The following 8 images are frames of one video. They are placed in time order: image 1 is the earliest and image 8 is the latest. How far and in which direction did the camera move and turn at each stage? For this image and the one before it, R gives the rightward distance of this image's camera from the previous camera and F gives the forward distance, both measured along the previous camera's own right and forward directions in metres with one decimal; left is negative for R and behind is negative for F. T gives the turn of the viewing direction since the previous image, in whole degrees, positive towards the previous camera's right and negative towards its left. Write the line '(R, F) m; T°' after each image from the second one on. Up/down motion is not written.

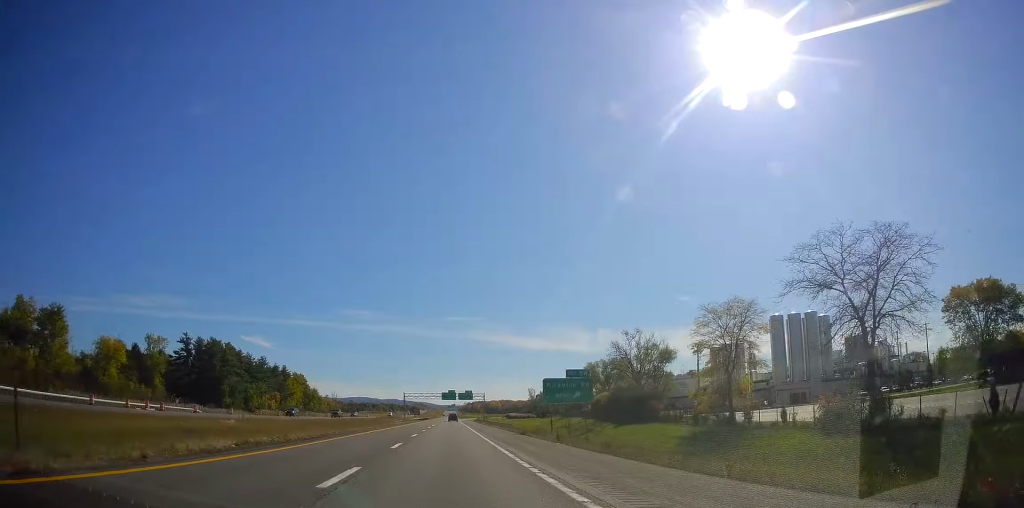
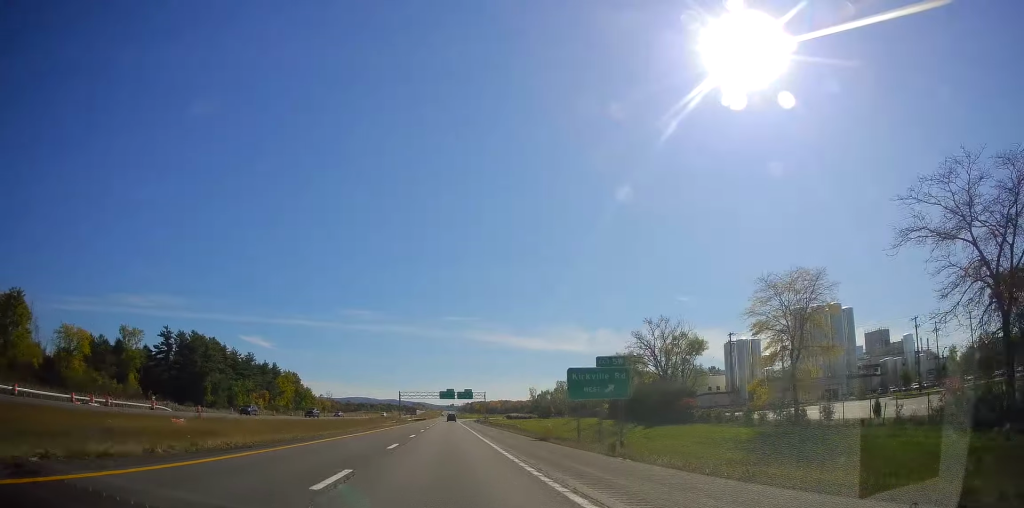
(-0.3, +11.6) m; 0°
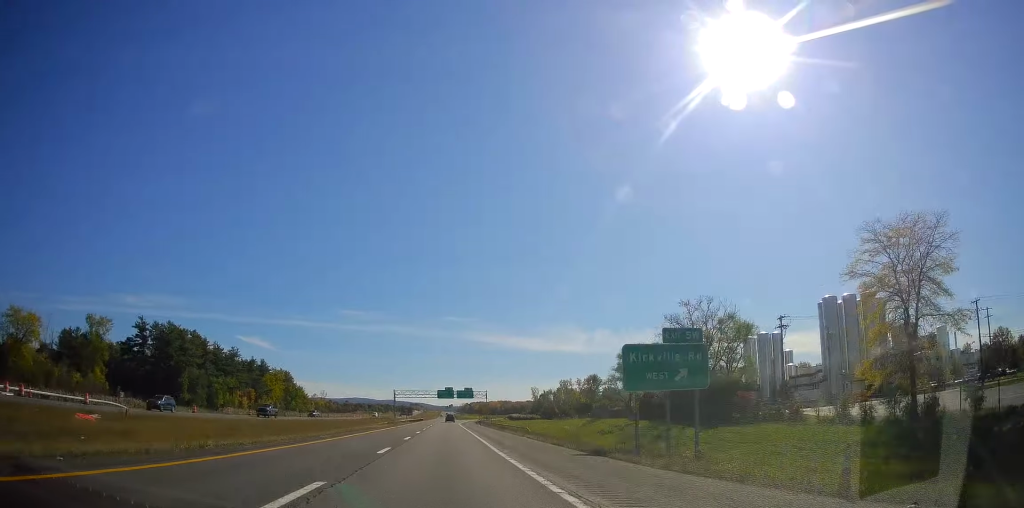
(-0.3, +13.6) m; 0°
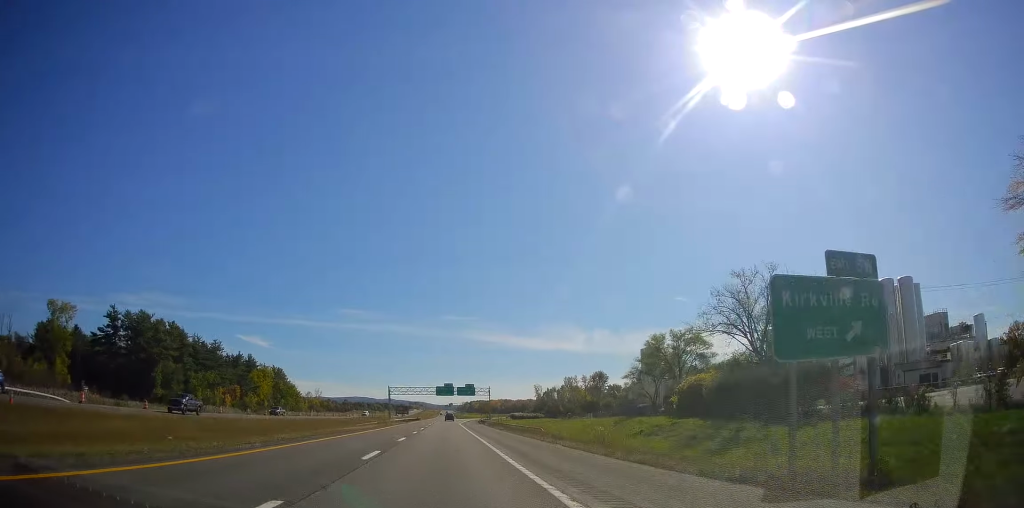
(+0.2, +13.6) m; 0°
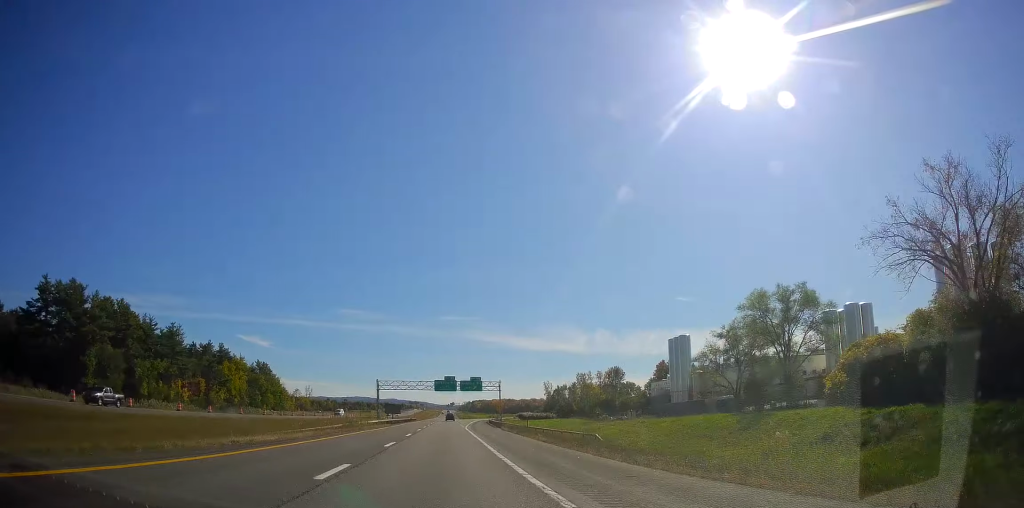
(+0.2, +27.1) m; 0°
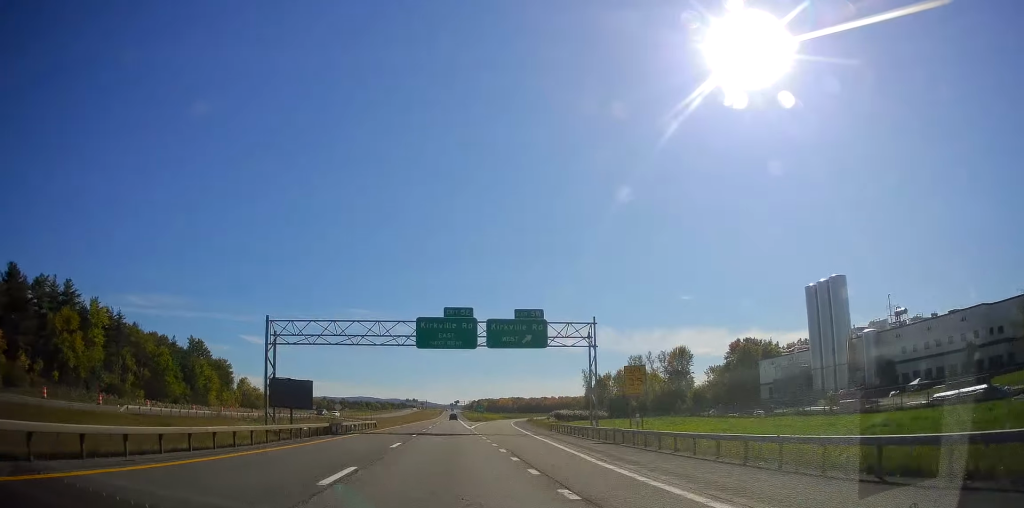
(0.0, +78.6) m; 0°
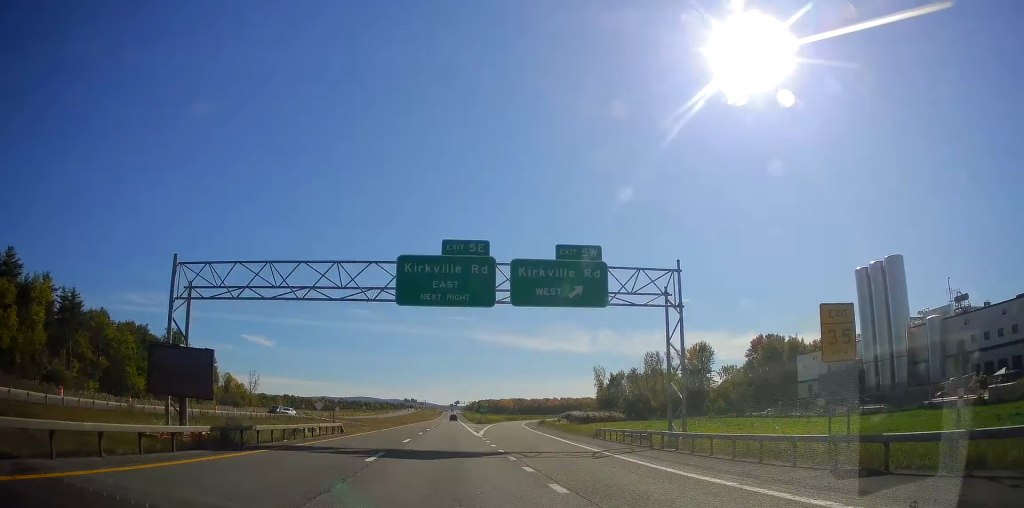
(0.0, +17.6) m; 0°
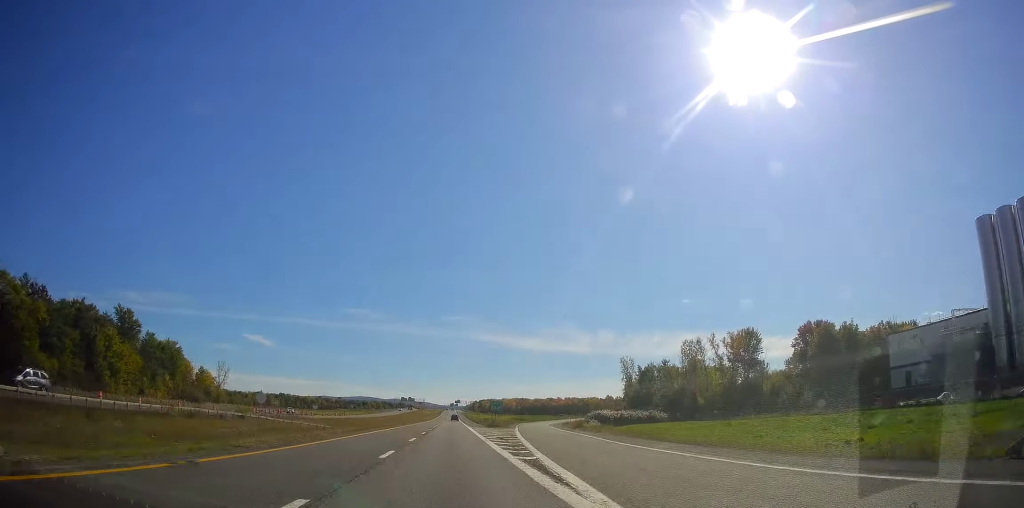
(-0.3, +32.2) m; 0°
